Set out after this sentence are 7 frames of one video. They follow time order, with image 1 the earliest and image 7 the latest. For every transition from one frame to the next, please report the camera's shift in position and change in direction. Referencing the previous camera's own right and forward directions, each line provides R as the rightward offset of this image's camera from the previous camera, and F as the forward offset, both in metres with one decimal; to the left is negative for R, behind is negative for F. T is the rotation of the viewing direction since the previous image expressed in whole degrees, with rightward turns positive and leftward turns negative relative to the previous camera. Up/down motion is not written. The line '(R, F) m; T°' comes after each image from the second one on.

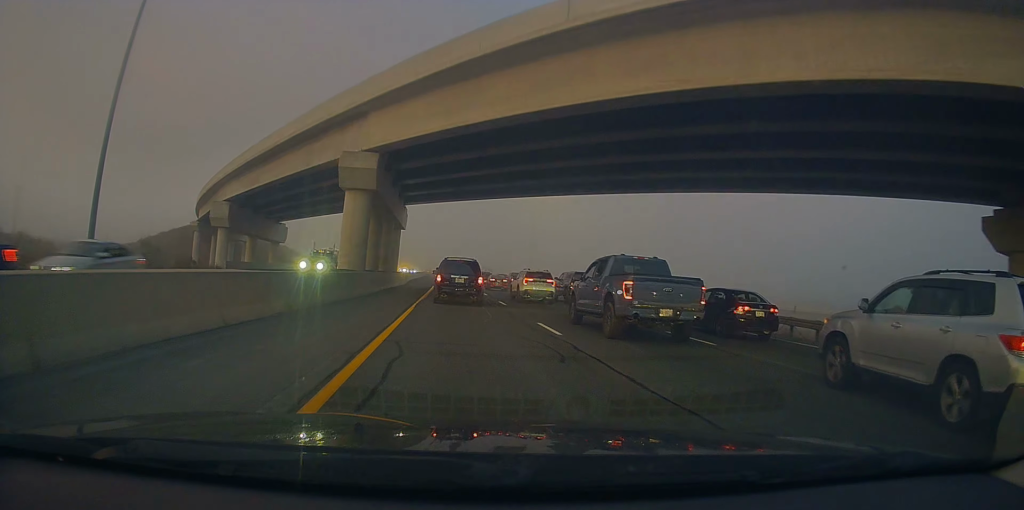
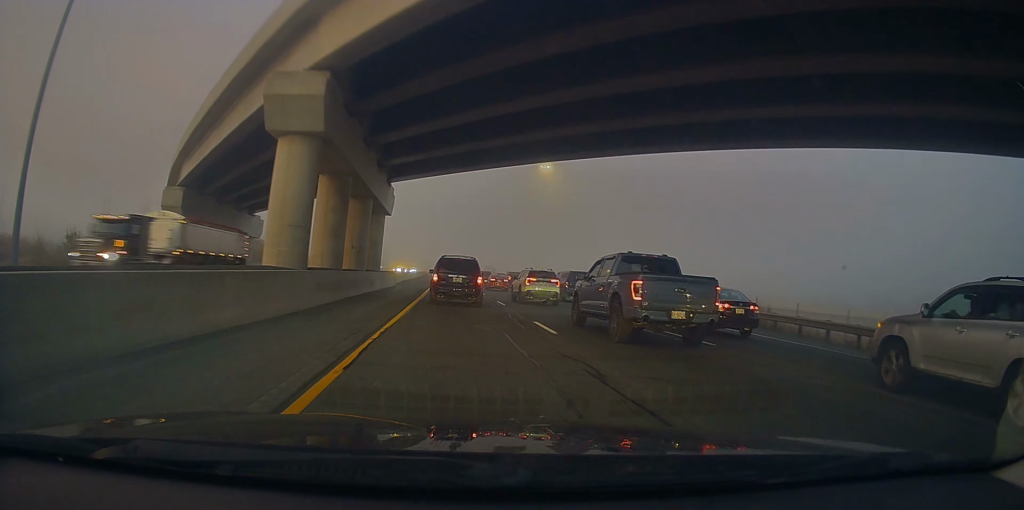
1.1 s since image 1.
(+0.3, +11.2) m; +1°
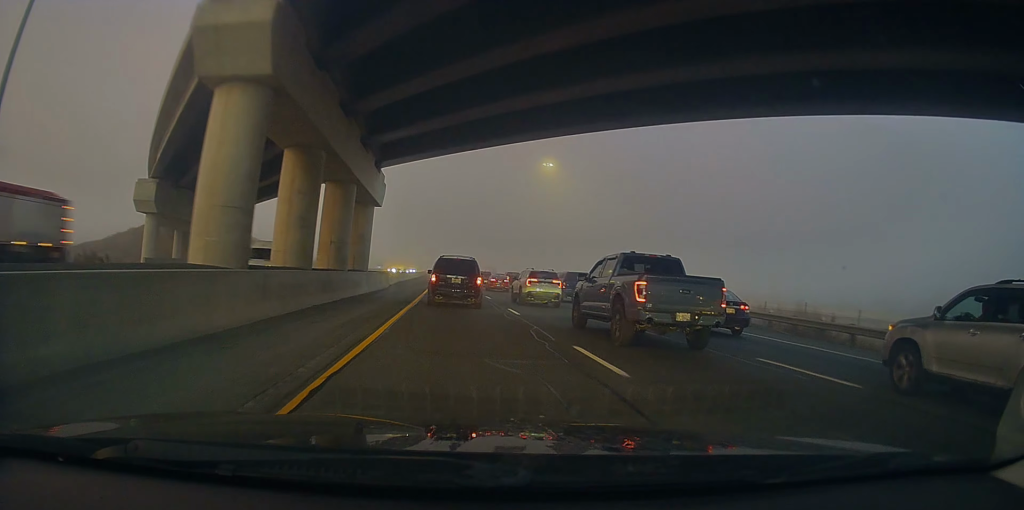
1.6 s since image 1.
(+0.2, +5.3) m; -1°
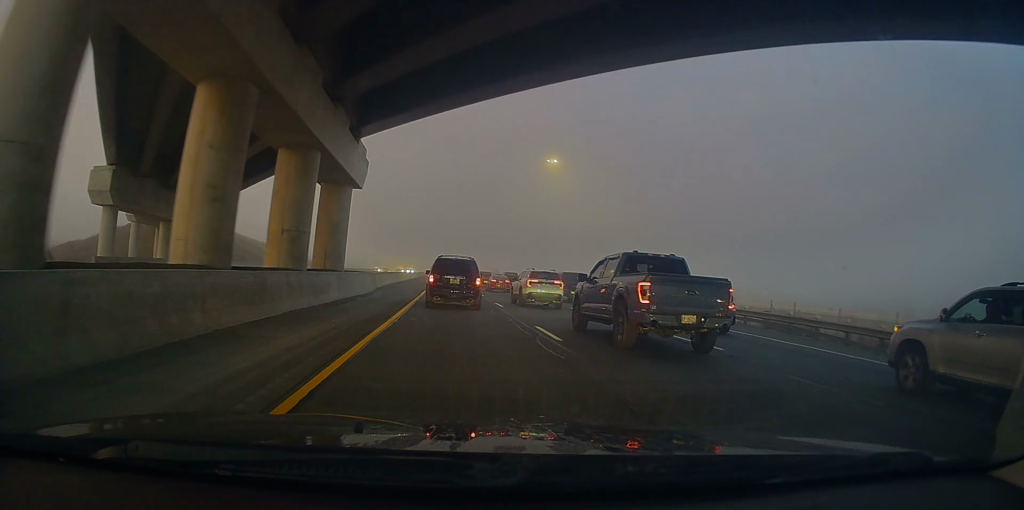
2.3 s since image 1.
(-0.3, +7.2) m; -2°
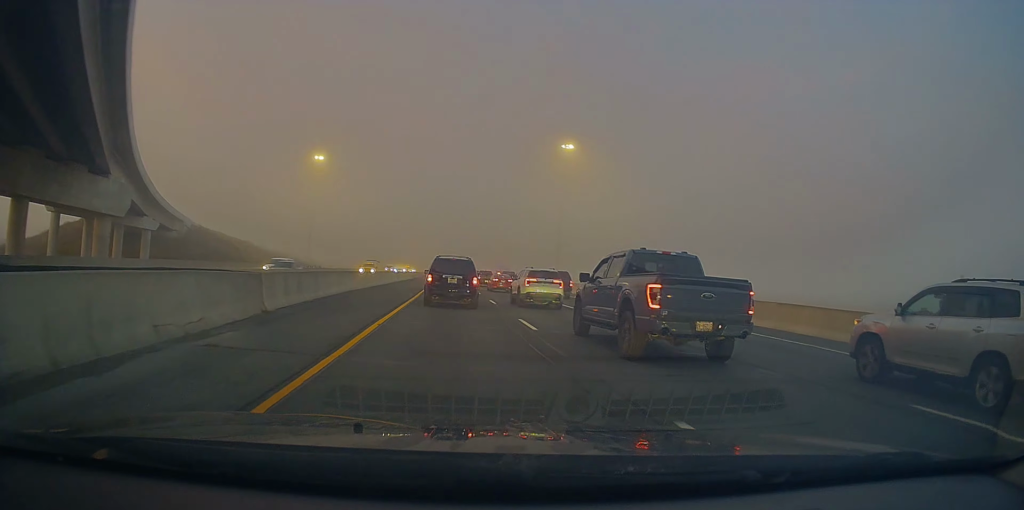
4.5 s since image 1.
(+0.5, +21.8) m; 0°
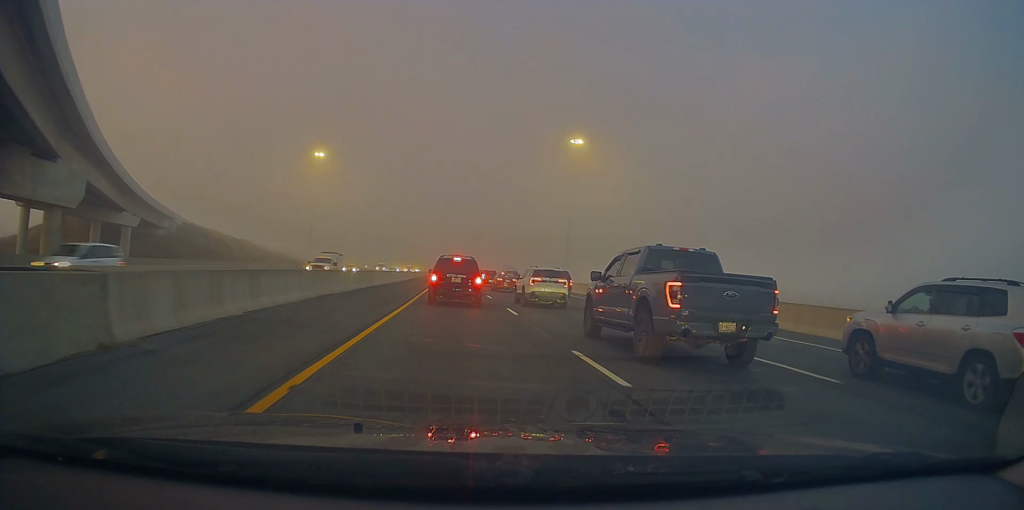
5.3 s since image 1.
(-0.5, +6.7) m; 0°
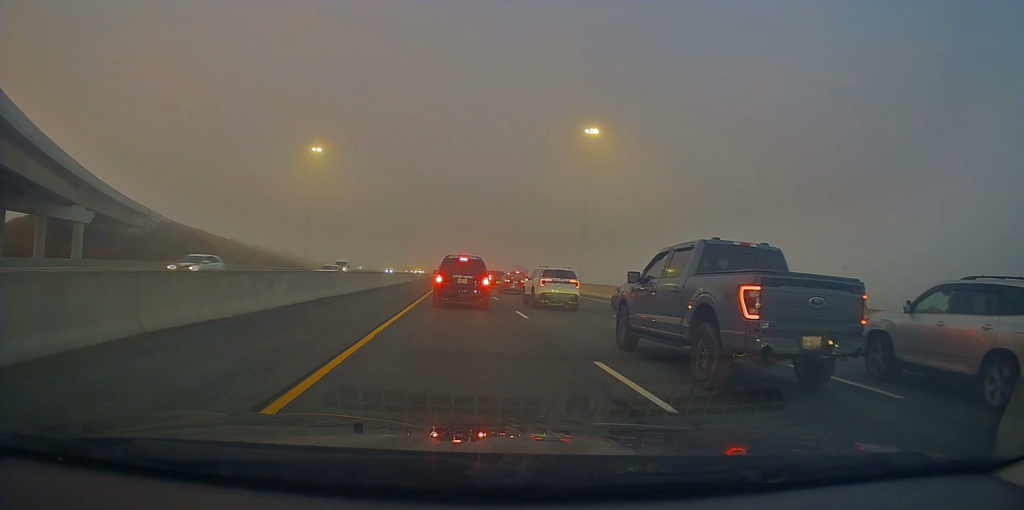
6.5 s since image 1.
(+0.6, +12.4) m; +1°
